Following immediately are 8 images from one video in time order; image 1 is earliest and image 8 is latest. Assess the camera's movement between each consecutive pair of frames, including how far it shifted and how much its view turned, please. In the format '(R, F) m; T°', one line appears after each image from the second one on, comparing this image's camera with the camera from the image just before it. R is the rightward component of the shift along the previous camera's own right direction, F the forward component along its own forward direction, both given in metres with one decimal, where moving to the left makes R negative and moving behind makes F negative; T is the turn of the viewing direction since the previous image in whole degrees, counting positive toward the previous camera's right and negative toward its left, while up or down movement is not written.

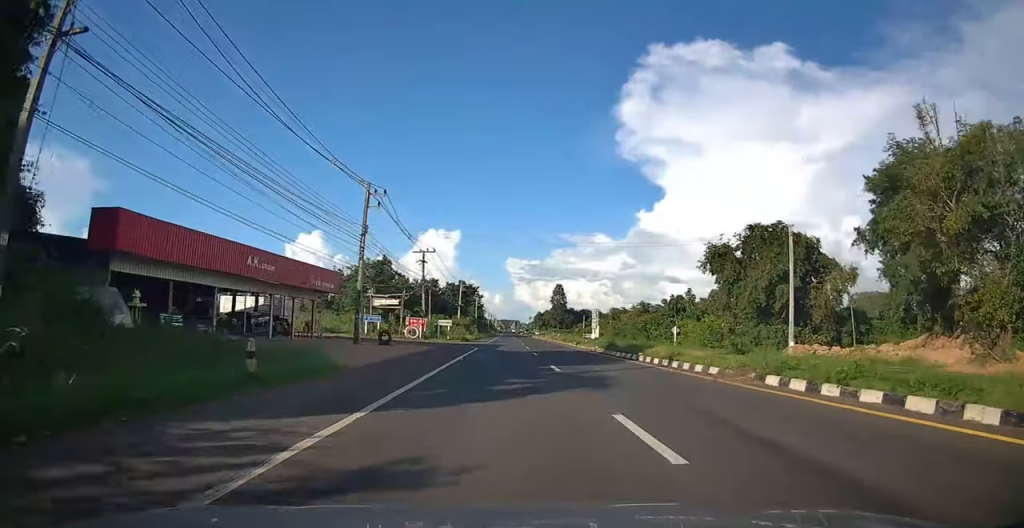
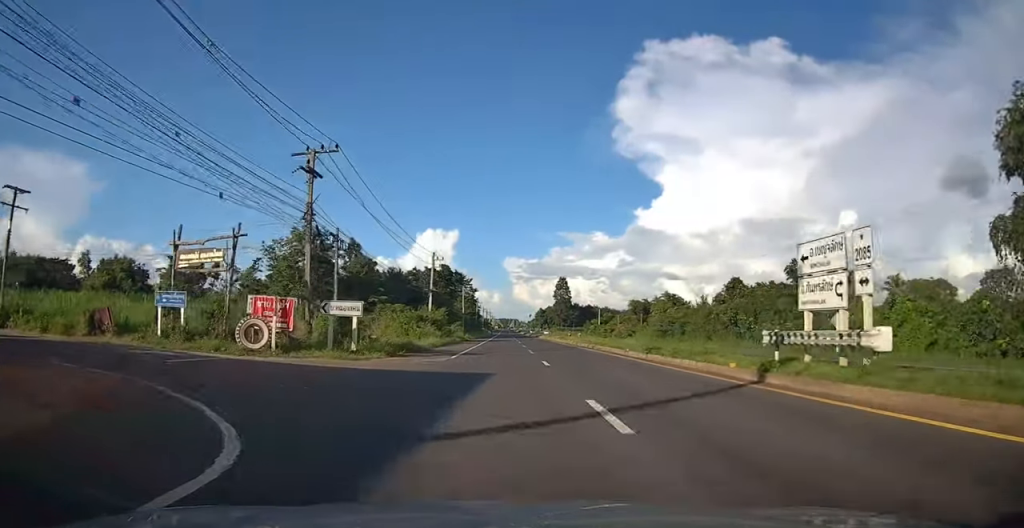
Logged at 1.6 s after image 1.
(-0.4, +35.0) m; 0°
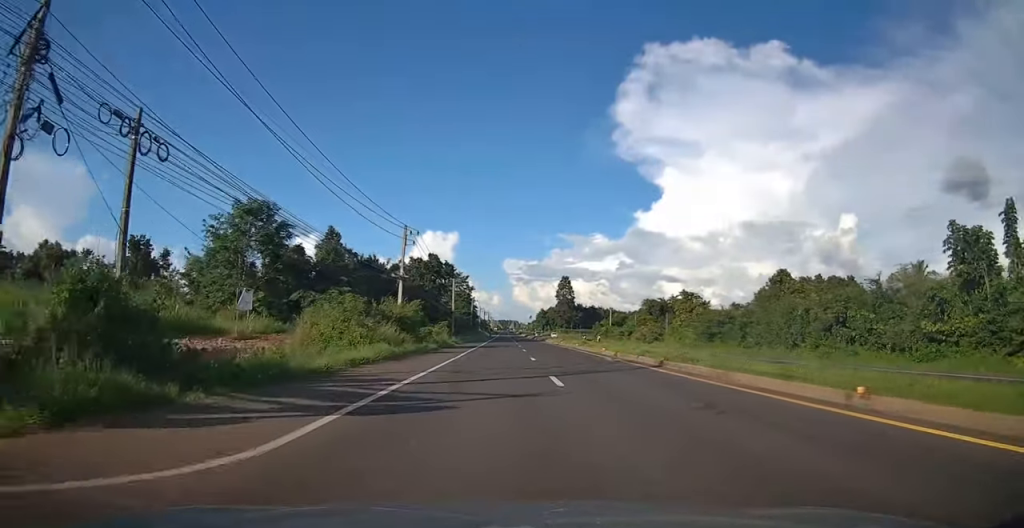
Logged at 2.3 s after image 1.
(+0.1, +17.8) m; -1°
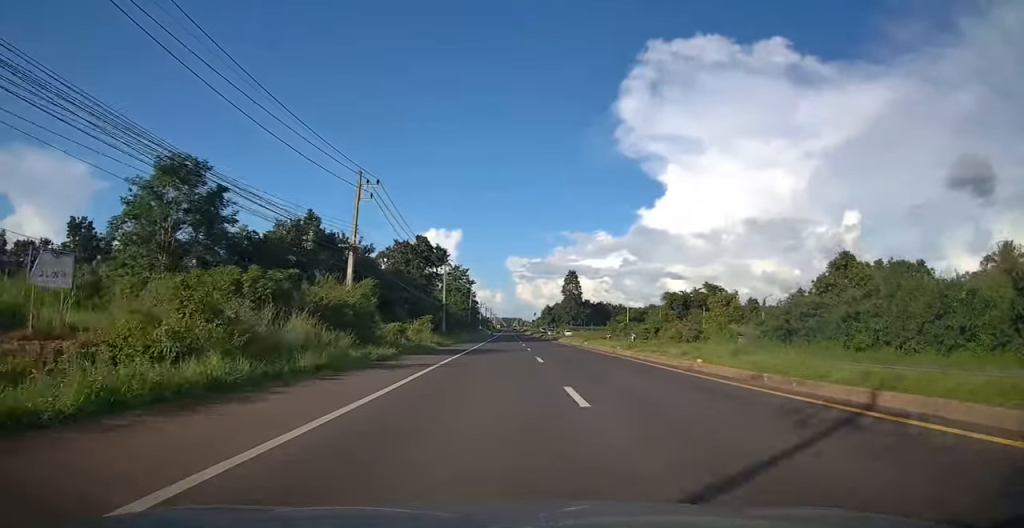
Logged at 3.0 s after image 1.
(-0.4, +15.9) m; -1°
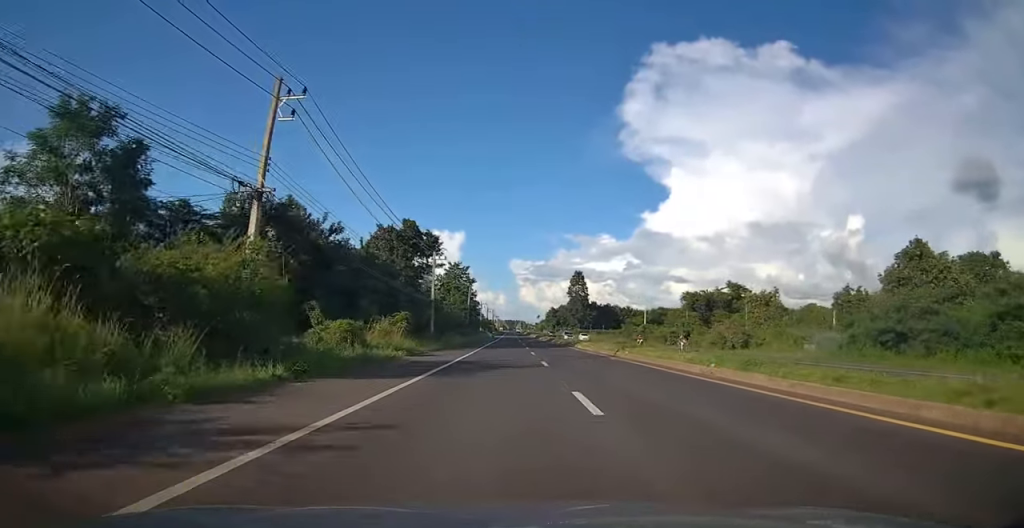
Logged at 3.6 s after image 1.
(0.0, +13.0) m; +1°
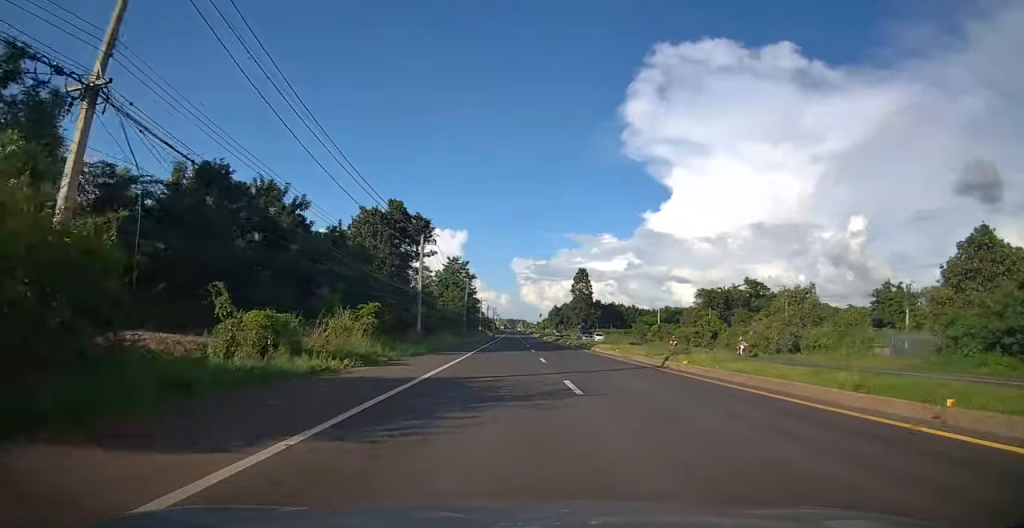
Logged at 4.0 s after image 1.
(-0.2, +9.1) m; +1°
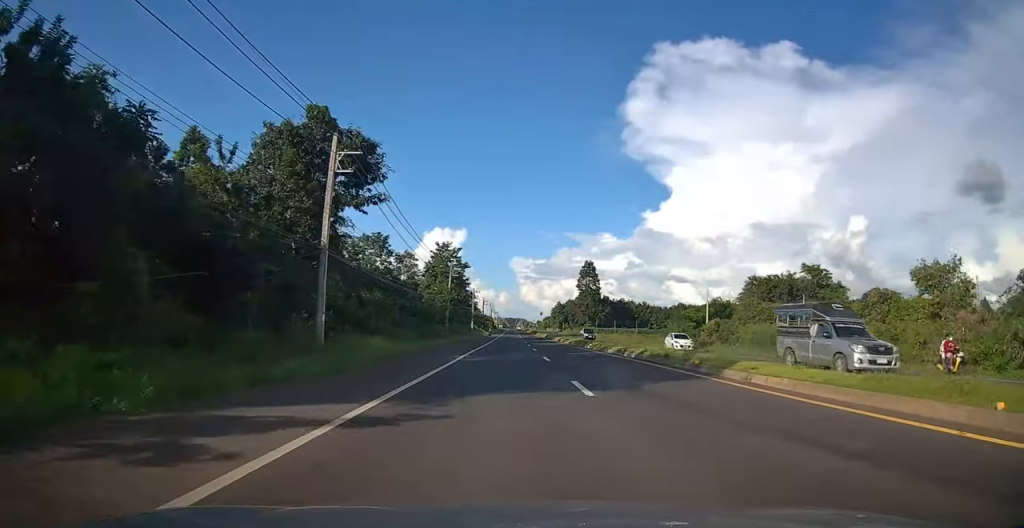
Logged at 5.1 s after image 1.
(+0.6, +24.8) m; 0°
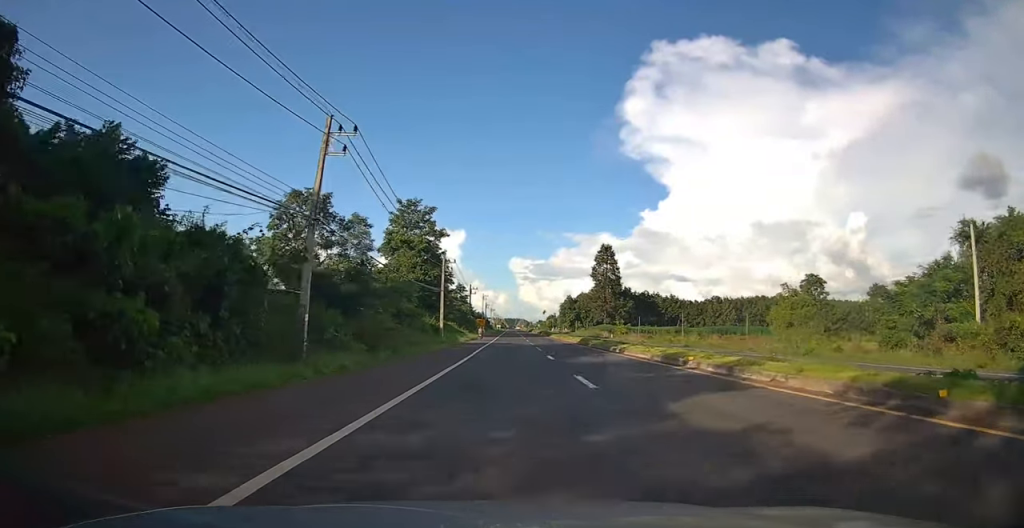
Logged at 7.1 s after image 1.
(-1.3, +46.5) m; 0°
